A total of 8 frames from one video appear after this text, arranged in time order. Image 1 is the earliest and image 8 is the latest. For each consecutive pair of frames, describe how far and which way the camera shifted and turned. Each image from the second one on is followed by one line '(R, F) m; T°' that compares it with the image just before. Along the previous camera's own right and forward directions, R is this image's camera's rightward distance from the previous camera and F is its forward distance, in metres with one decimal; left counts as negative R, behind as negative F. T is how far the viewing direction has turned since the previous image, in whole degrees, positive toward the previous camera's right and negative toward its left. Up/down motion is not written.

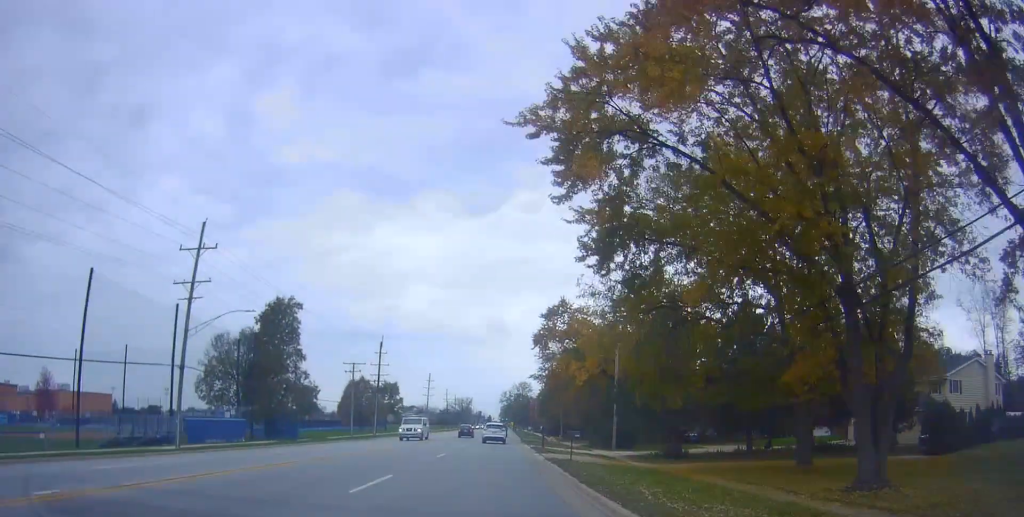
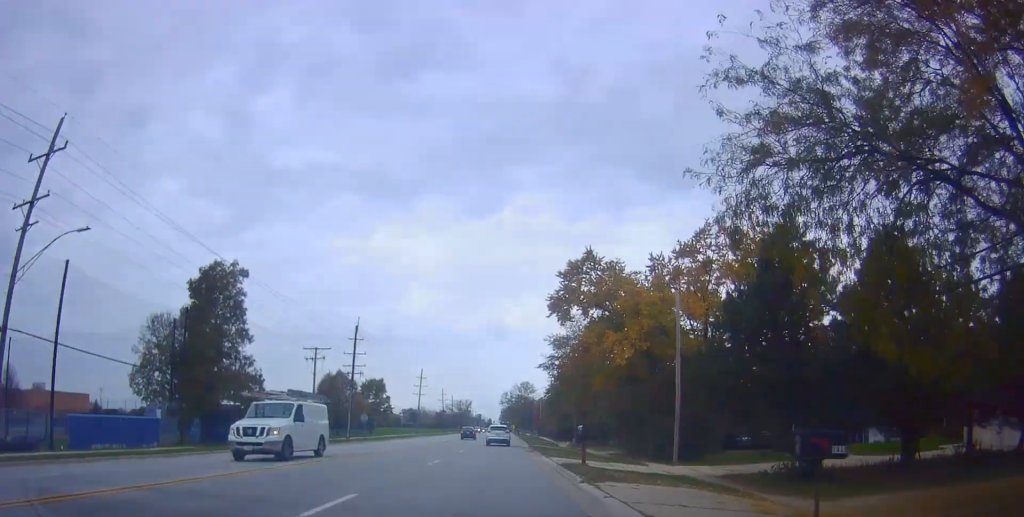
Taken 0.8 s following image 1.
(+0.1, +16.9) m; -1°
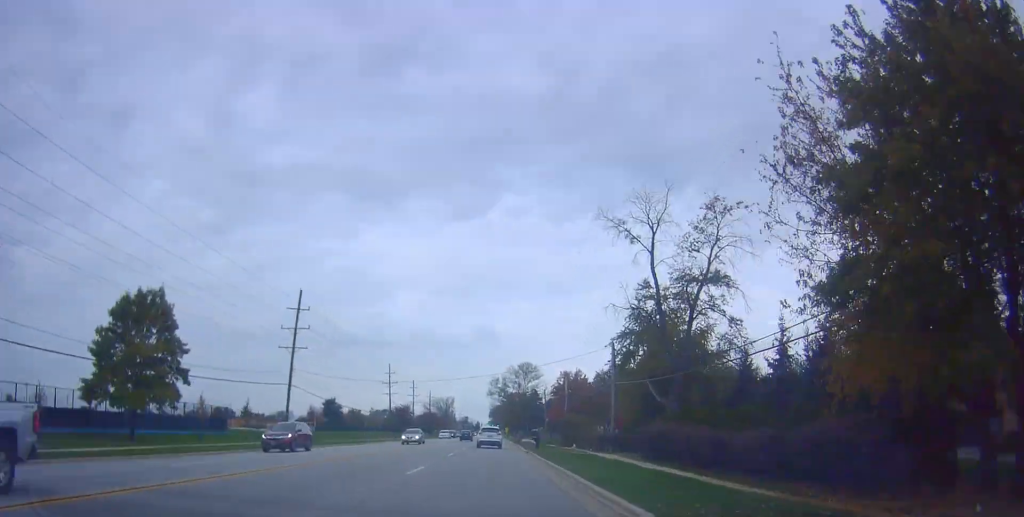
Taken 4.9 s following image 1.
(+1.0, +78.8) m; +1°
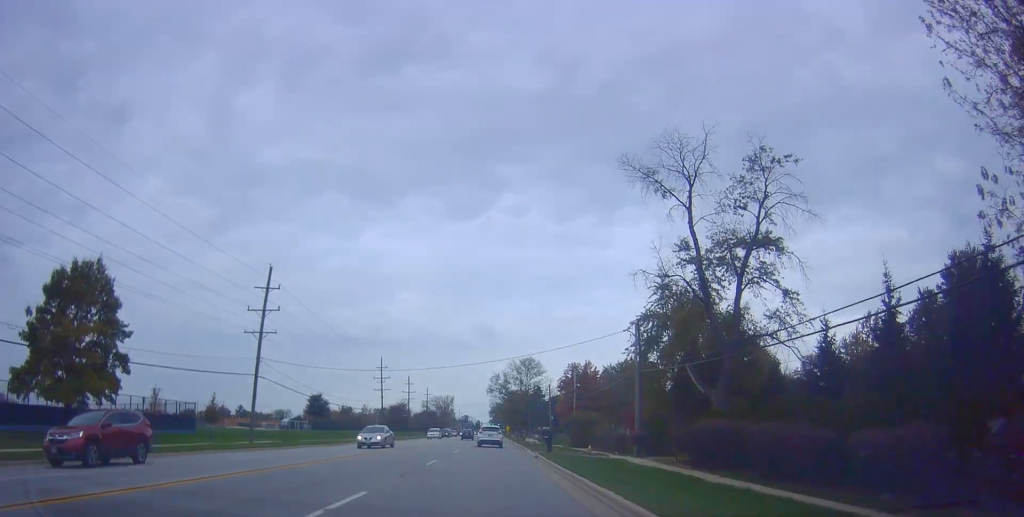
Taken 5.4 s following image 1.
(+0.1, +8.4) m; -1°
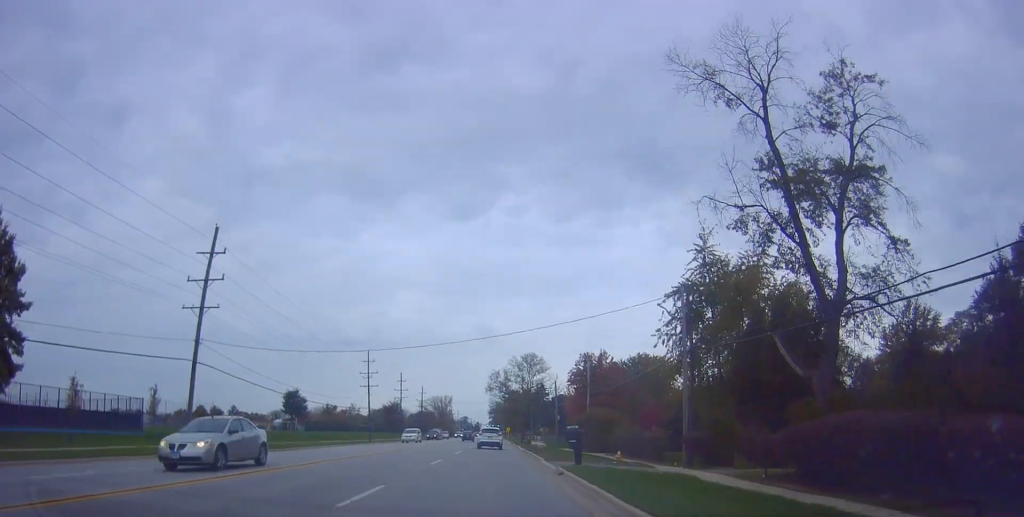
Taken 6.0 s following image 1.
(-0.2, +10.8) m; 0°
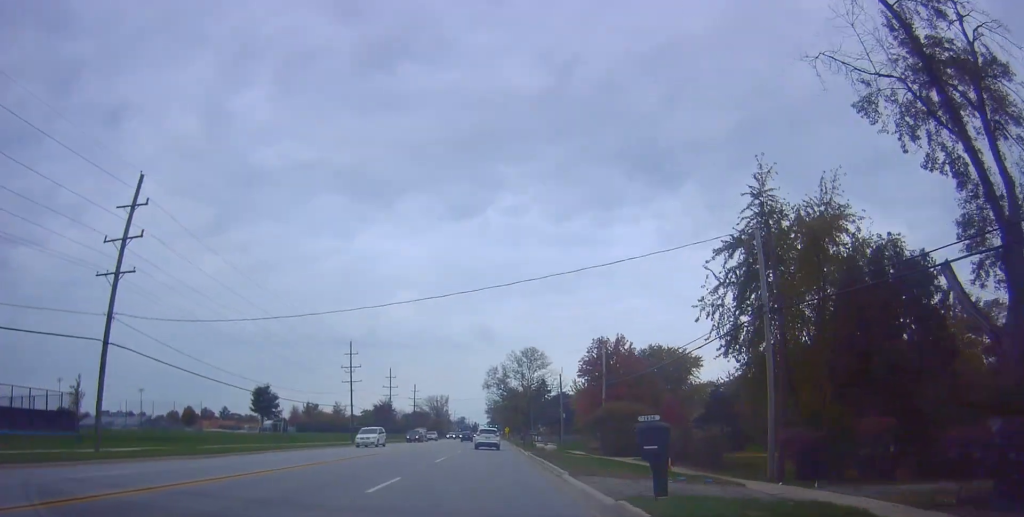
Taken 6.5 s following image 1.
(-0.3, +10.1) m; 0°
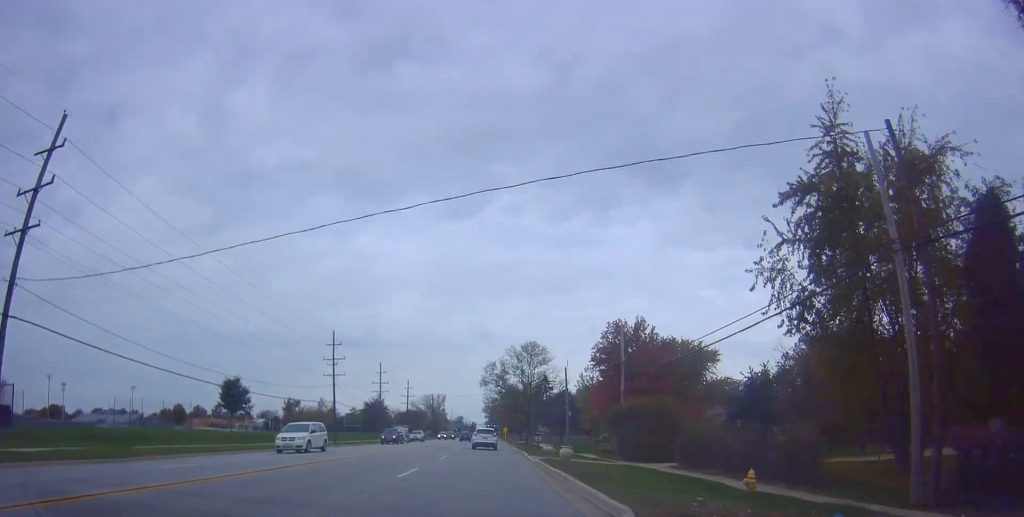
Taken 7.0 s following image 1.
(+0.2, +8.2) m; +1°
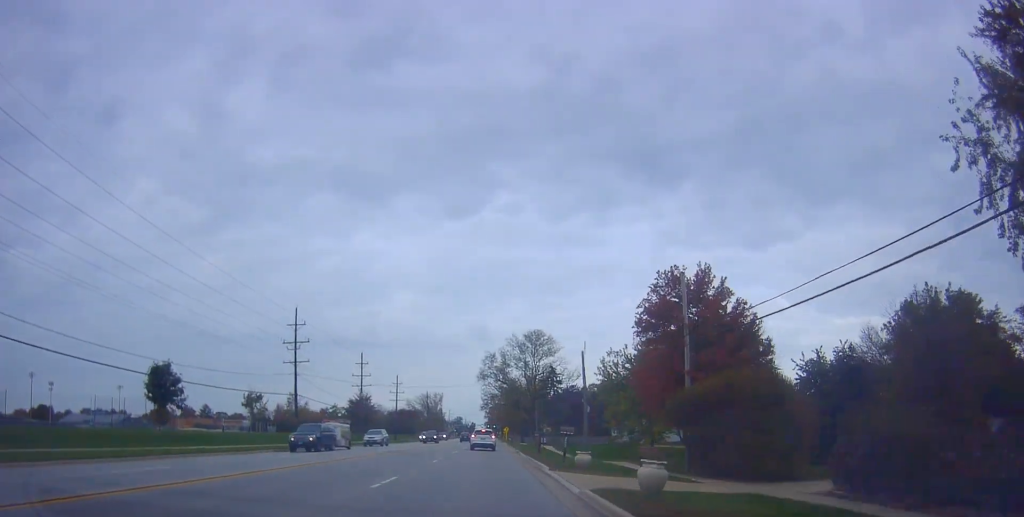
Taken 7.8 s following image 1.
(+0.3, +14.9) m; +1°
